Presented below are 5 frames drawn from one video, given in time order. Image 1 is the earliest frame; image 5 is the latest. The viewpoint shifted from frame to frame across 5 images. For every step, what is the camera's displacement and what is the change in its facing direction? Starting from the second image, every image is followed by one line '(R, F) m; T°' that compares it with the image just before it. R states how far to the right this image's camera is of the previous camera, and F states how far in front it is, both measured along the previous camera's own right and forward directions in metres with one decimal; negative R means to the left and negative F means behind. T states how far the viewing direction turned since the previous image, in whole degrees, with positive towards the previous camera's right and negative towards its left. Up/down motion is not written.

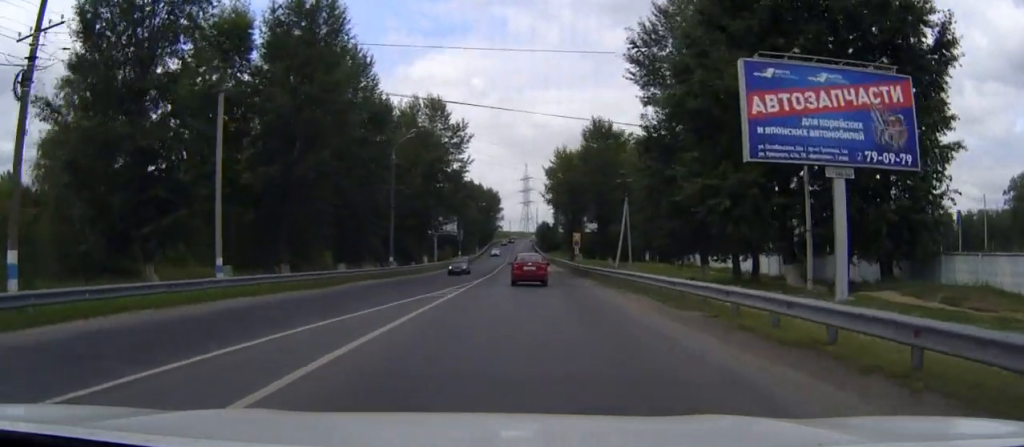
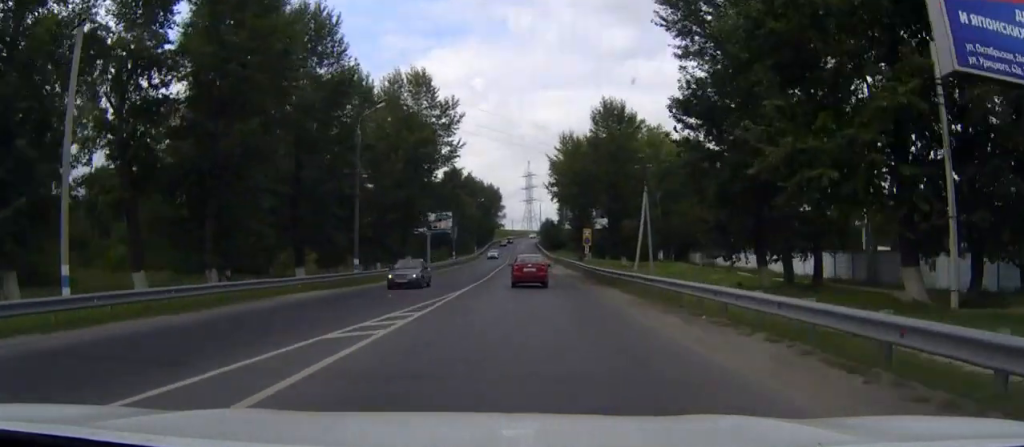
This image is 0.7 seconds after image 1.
(0.0, +12.0) m; 0°
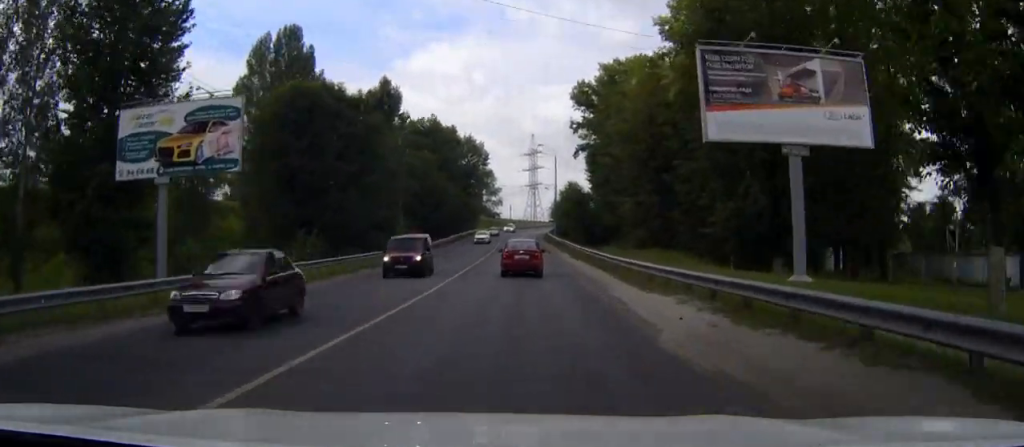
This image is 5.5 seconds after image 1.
(-0.7, +84.1) m; 0°
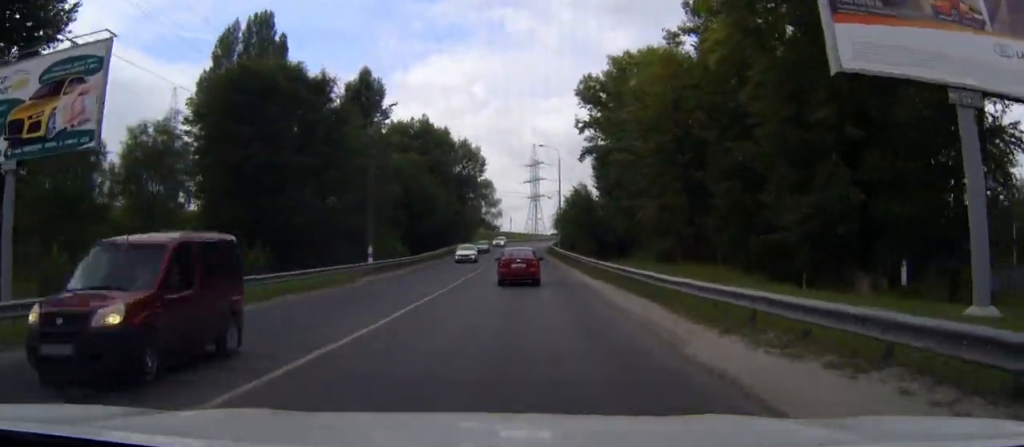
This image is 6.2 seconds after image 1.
(+0.2, +11.5) m; 0°
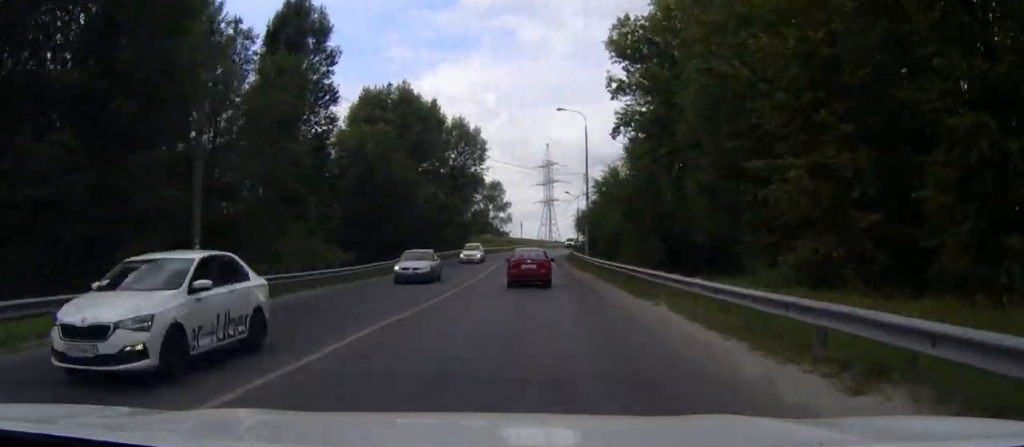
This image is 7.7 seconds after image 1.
(-0.2, +25.4) m; 0°
